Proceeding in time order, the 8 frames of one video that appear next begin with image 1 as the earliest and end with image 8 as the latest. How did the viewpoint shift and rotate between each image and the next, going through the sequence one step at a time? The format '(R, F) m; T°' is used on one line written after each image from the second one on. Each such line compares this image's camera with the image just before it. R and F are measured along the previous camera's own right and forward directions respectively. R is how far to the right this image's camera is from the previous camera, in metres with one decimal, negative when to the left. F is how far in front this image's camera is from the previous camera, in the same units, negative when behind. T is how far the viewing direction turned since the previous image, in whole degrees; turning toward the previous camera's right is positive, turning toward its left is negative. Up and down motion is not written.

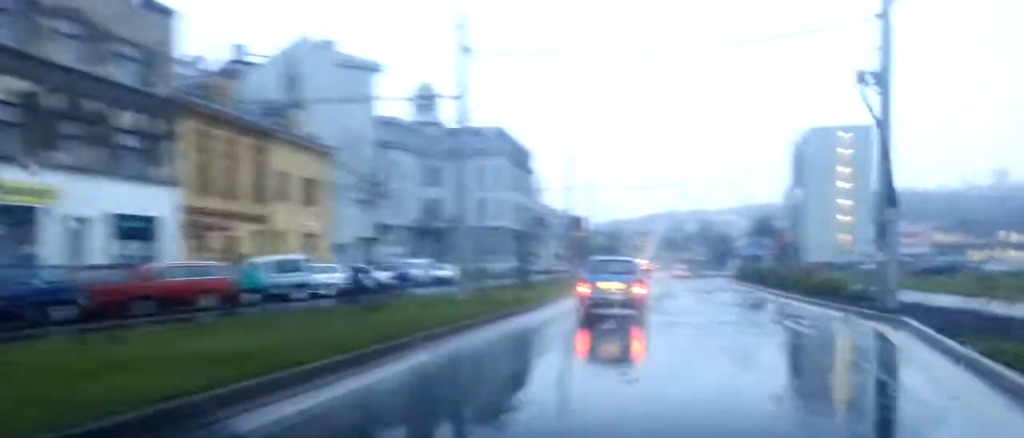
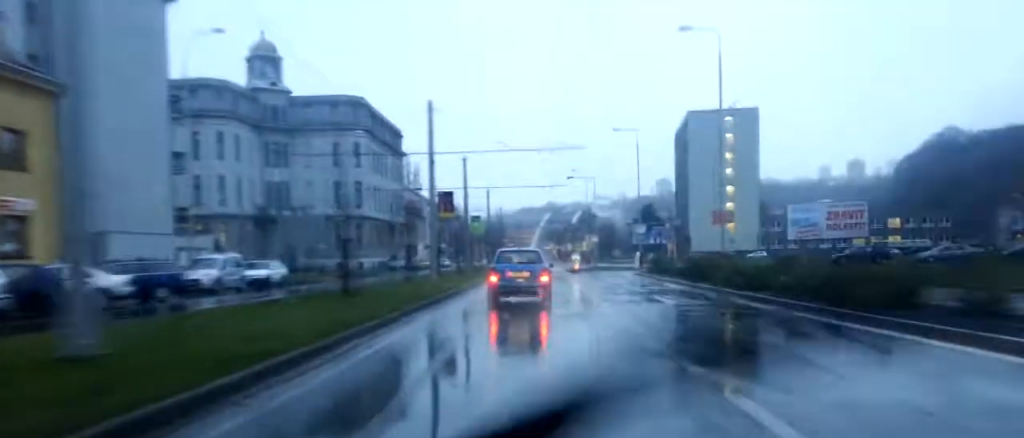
(+0.3, +15.6) m; +2°
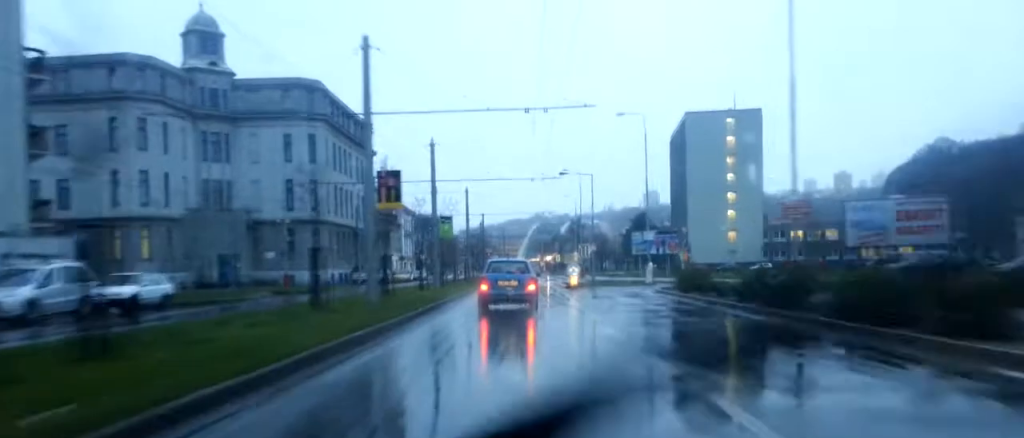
(+0.1, +12.9) m; +1°
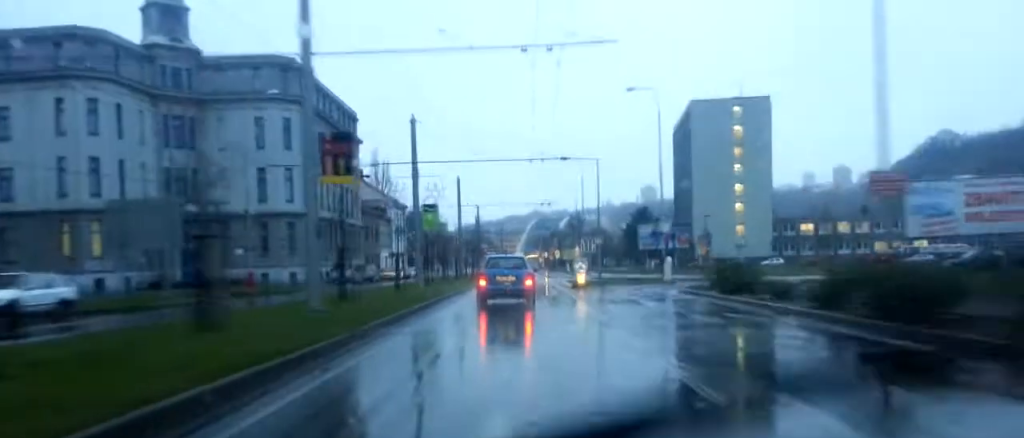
(0.0, +7.0) m; +2°
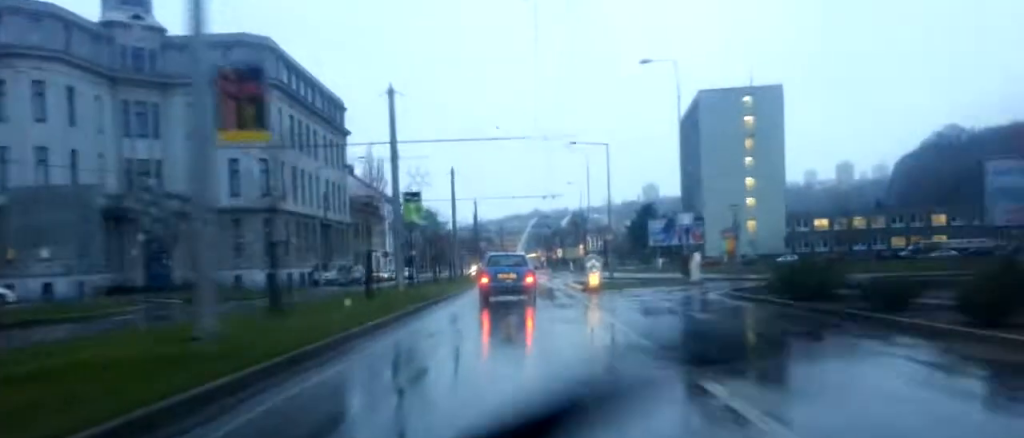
(+0.1, +6.6) m; 0°
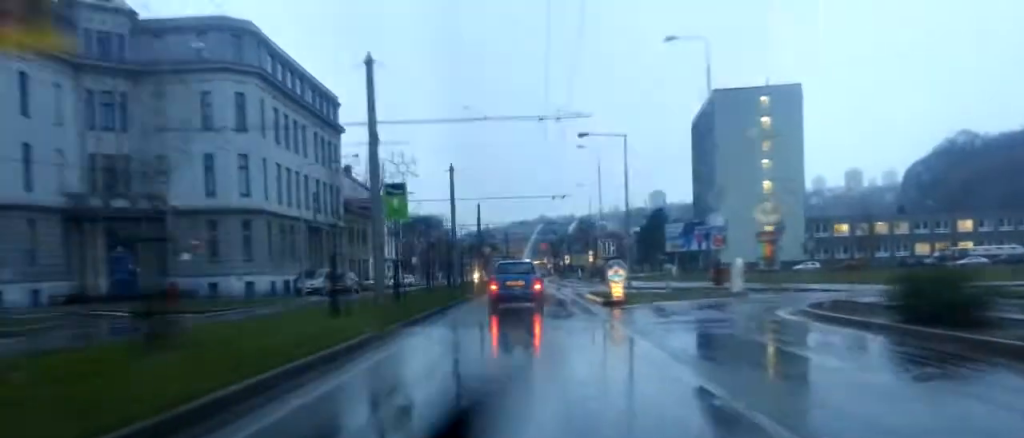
(+0.2, +6.0) m; 0°
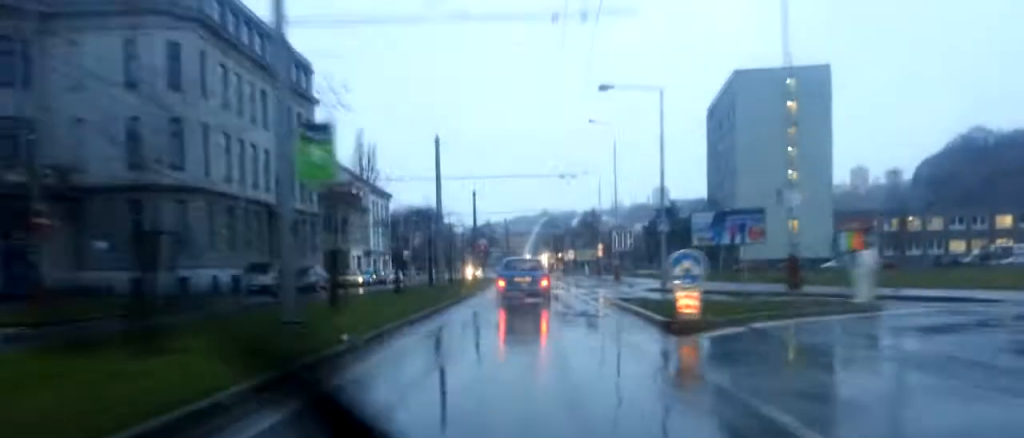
(-0.3, +10.9) m; +1°
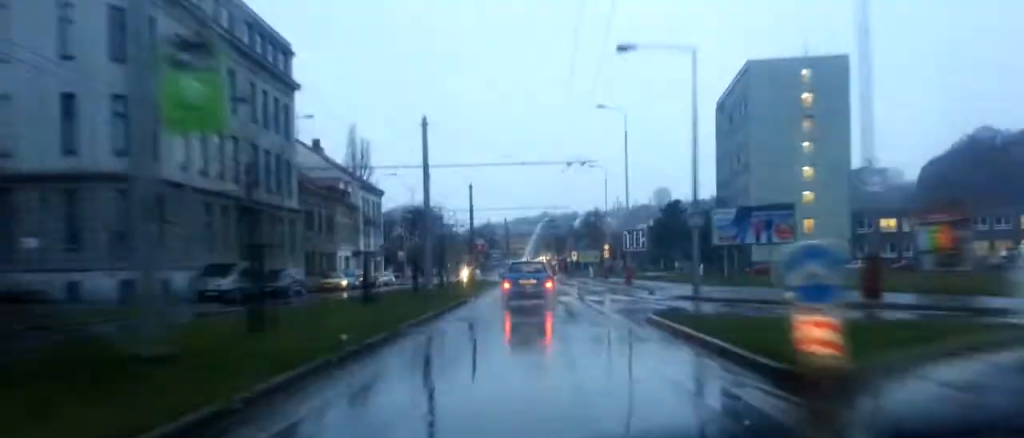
(+0.2, +6.5) m; 0°
